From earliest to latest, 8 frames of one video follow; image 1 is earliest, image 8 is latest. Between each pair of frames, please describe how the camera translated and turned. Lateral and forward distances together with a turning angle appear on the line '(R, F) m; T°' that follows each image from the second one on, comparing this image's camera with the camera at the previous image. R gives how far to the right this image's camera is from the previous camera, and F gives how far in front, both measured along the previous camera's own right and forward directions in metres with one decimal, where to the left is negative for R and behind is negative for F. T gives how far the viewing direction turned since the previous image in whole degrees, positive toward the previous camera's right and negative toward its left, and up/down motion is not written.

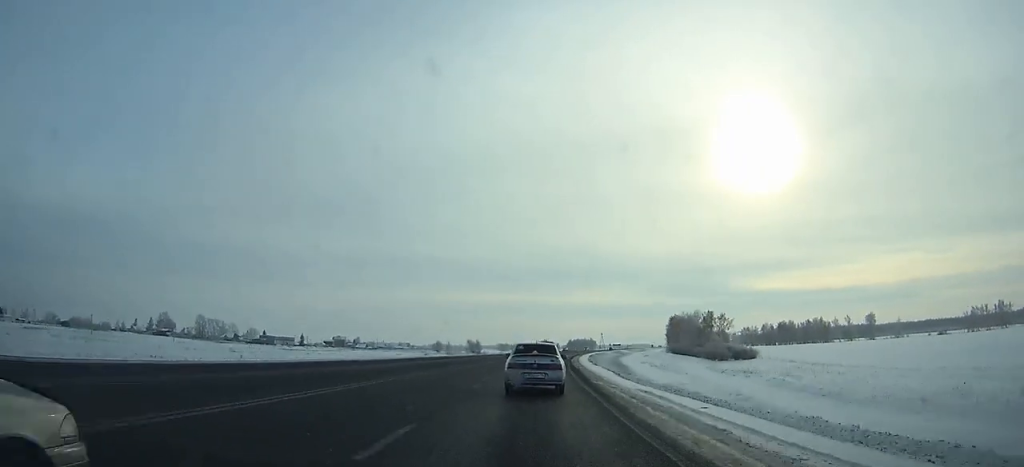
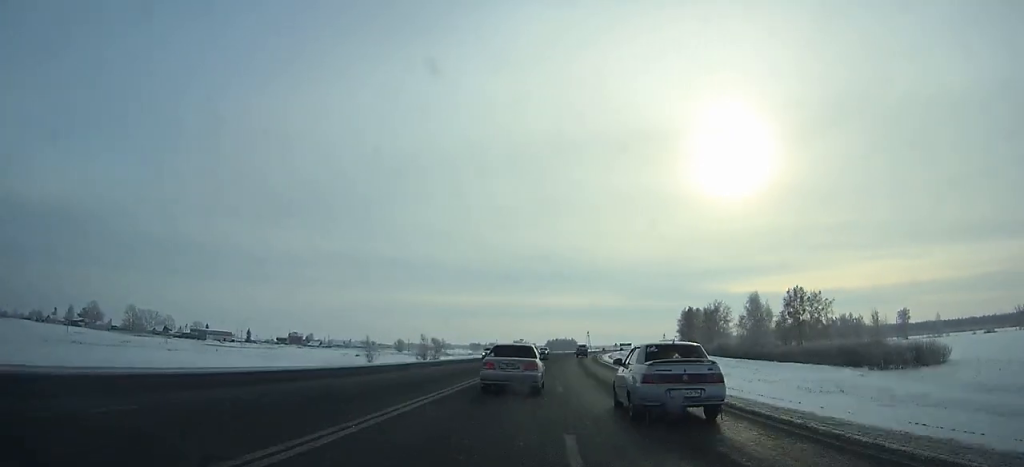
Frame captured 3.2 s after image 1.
(+1.8, +62.9) m; +4°
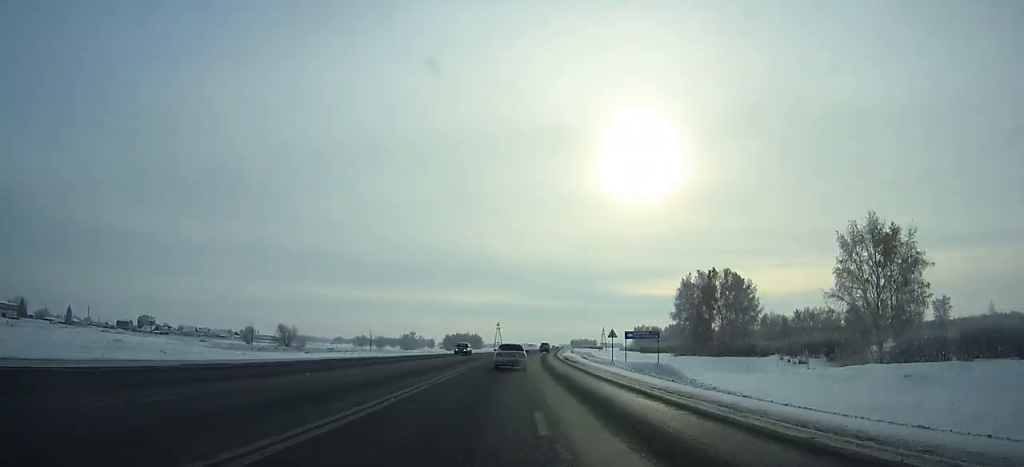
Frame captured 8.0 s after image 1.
(+7.1, +103.7) m; +7°
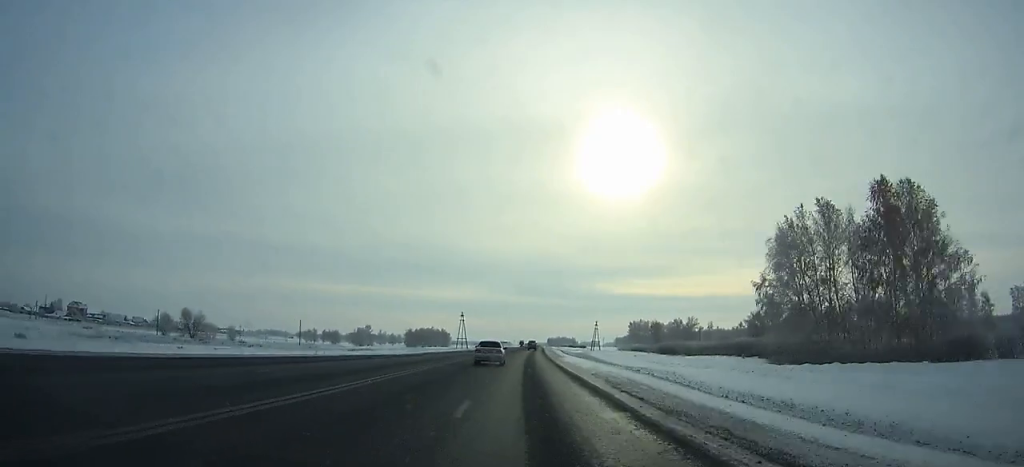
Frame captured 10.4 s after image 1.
(+1.3, +55.0) m; +2°
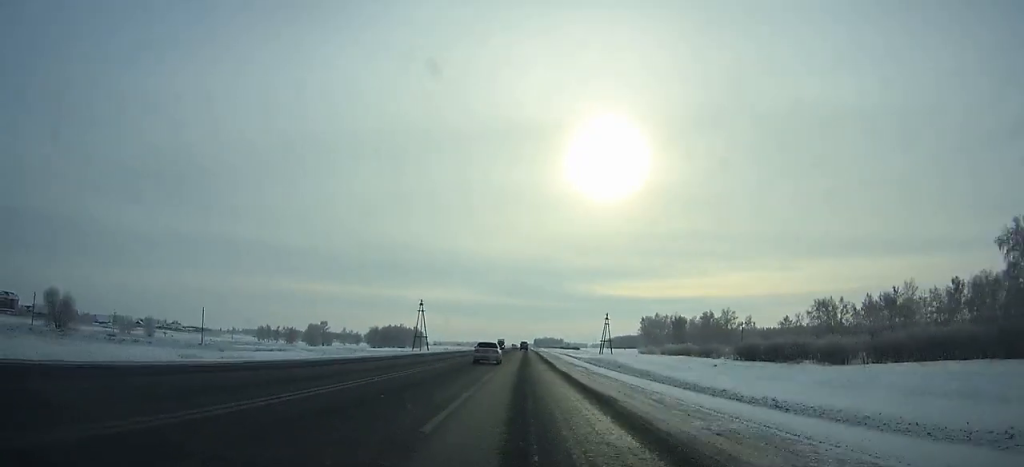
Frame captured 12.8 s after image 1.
(+0.6, +56.8) m; +1°
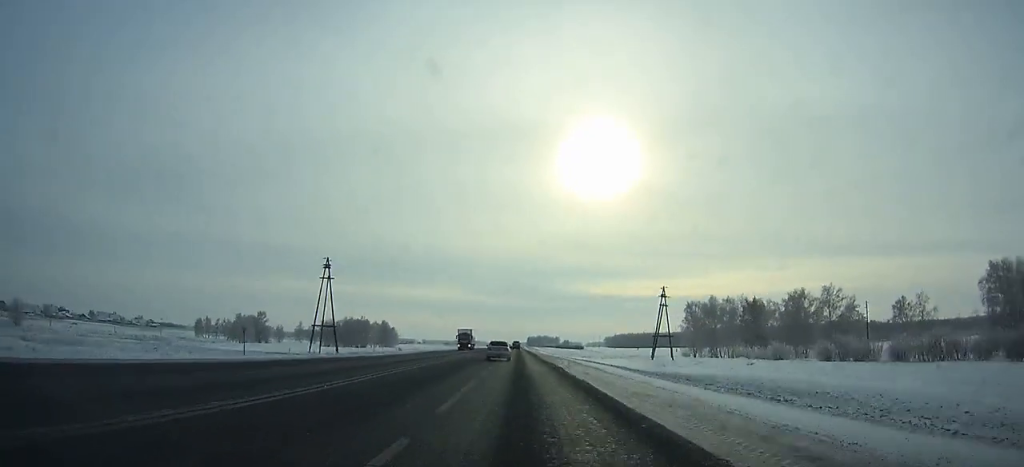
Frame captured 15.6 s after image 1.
(+0.5, +71.5) m; 0°
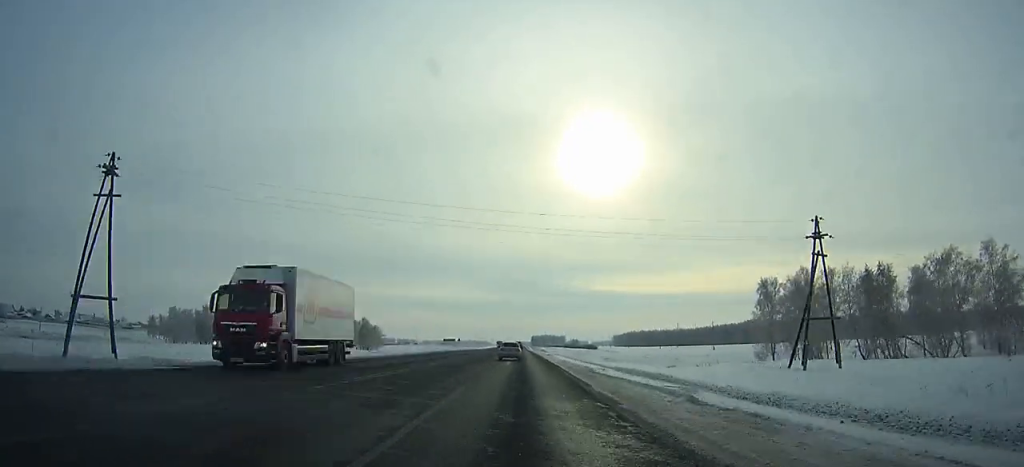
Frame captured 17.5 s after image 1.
(+0.1, +49.1) m; 0°
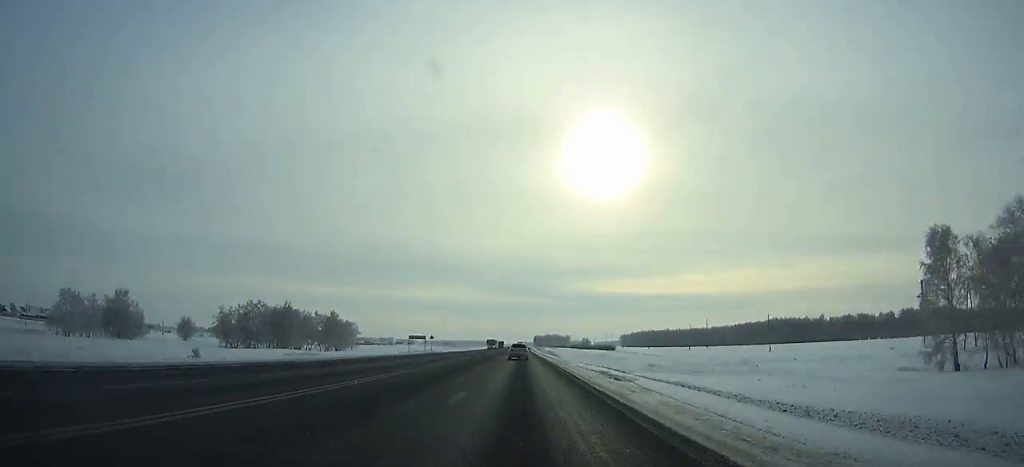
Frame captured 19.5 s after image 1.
(0.0, +51.6) m; 0°
